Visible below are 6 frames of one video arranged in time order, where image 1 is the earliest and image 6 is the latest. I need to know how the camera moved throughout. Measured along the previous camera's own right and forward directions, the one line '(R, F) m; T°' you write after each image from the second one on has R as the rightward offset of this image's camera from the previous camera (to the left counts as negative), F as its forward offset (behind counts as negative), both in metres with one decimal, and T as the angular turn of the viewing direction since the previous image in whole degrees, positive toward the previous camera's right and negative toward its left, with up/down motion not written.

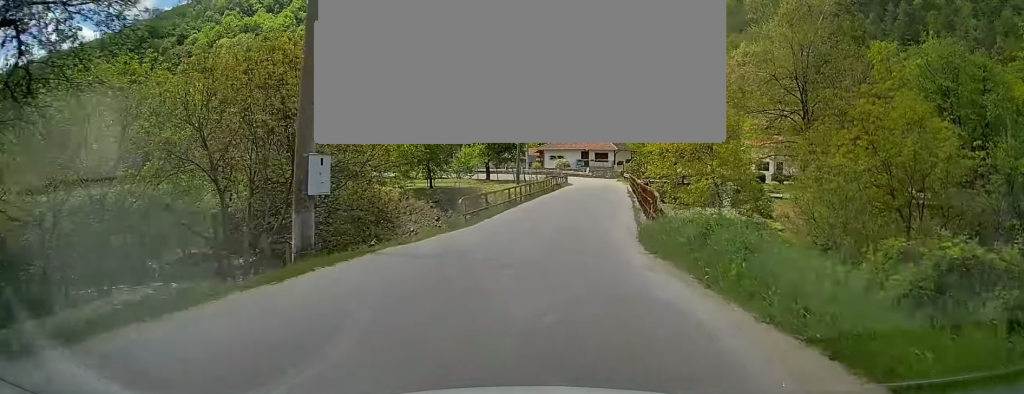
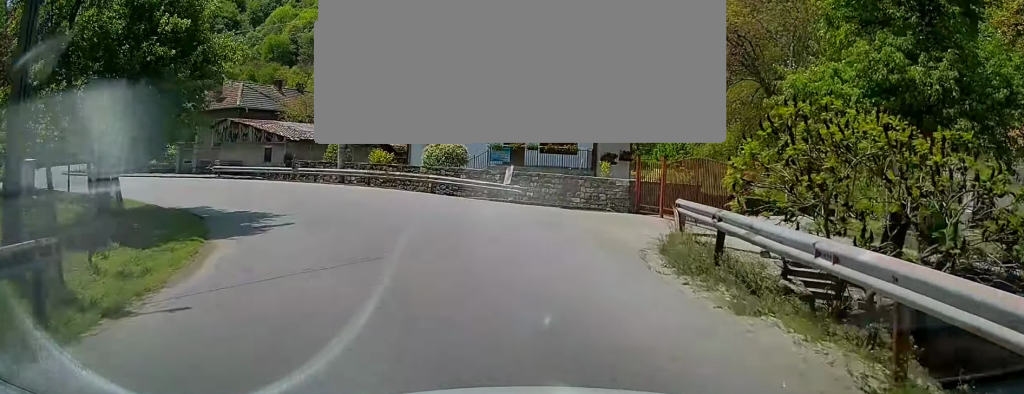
(+8.4, +54.7) m; +3°
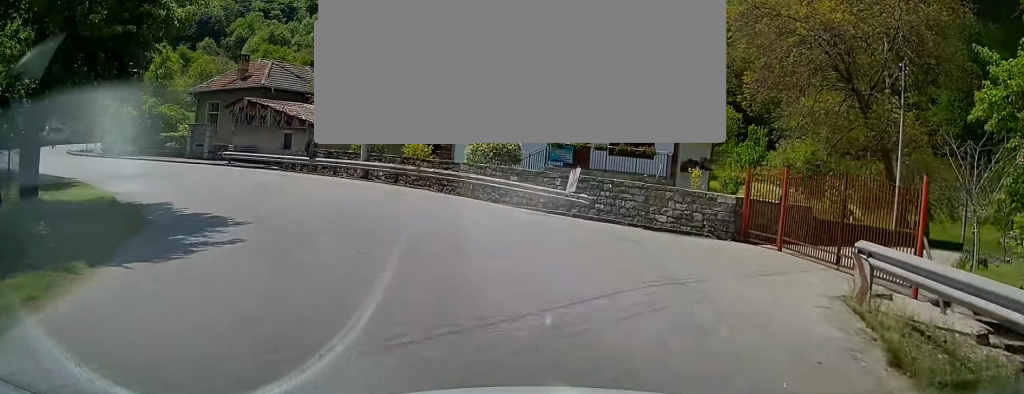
(-0.1, +5.3) m; -6°
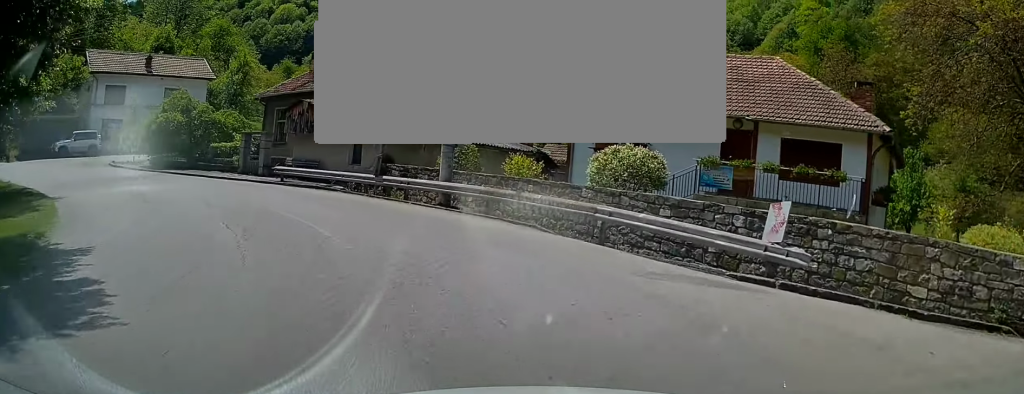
(-0.6, +6.8) m; -12°
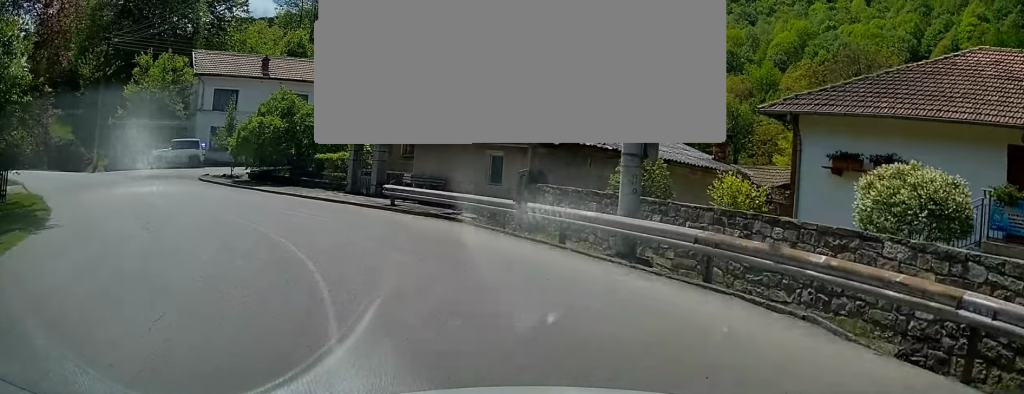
(-0.6, +6.2) m; -15°
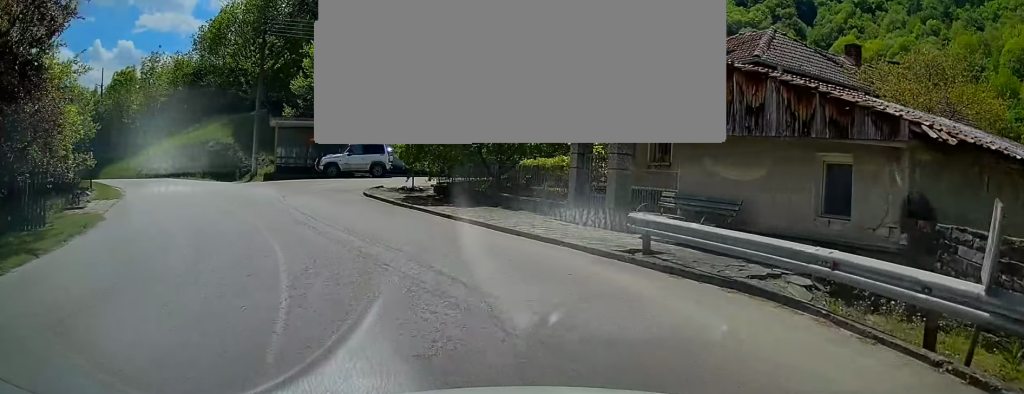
(-1.4, +7.1) m; -23°
